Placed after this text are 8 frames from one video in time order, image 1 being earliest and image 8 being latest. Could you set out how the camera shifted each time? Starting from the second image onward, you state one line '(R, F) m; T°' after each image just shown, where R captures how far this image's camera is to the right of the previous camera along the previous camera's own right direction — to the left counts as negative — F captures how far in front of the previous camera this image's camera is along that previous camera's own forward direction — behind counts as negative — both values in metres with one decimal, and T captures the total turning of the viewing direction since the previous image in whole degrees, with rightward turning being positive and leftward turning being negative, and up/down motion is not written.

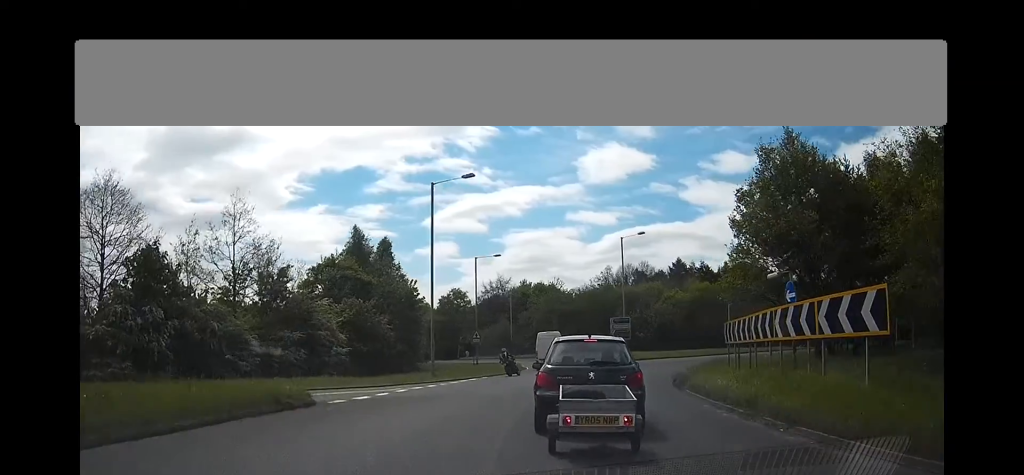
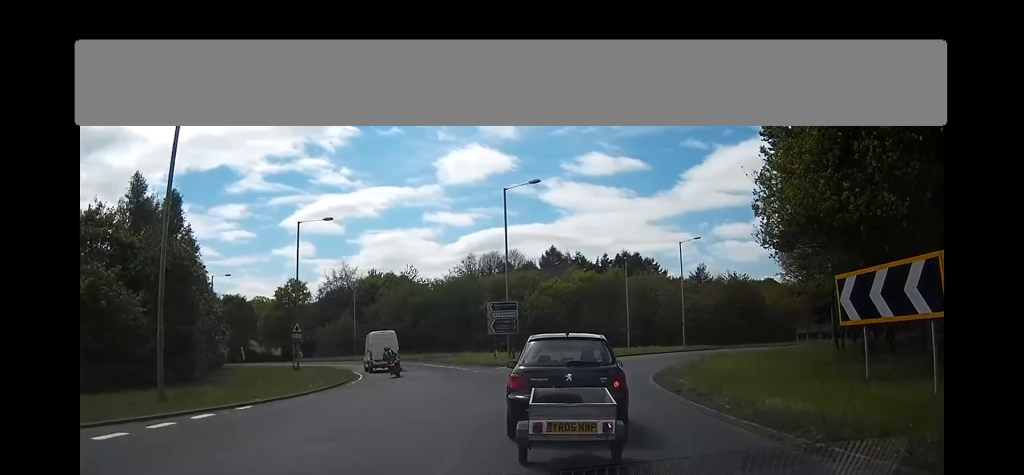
(+2.6, +19.7) m; +14°
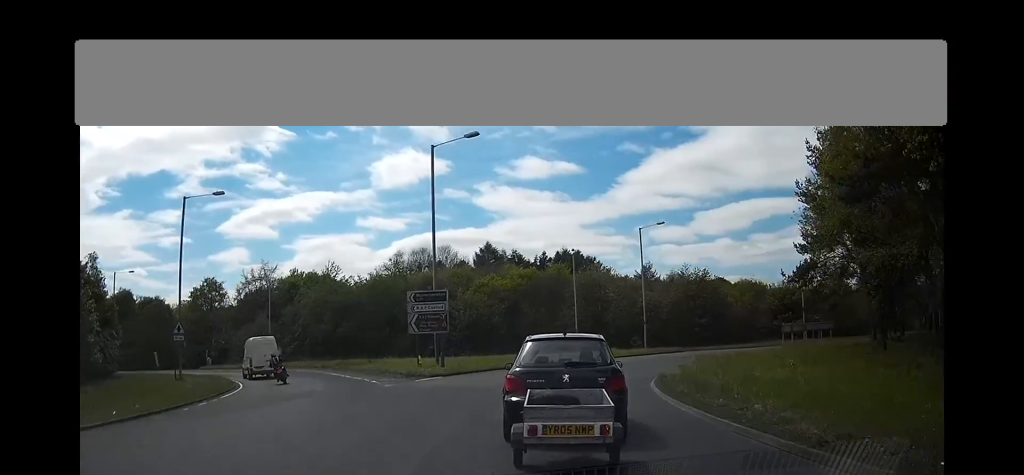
(+0.1, +10.3) m; +7°
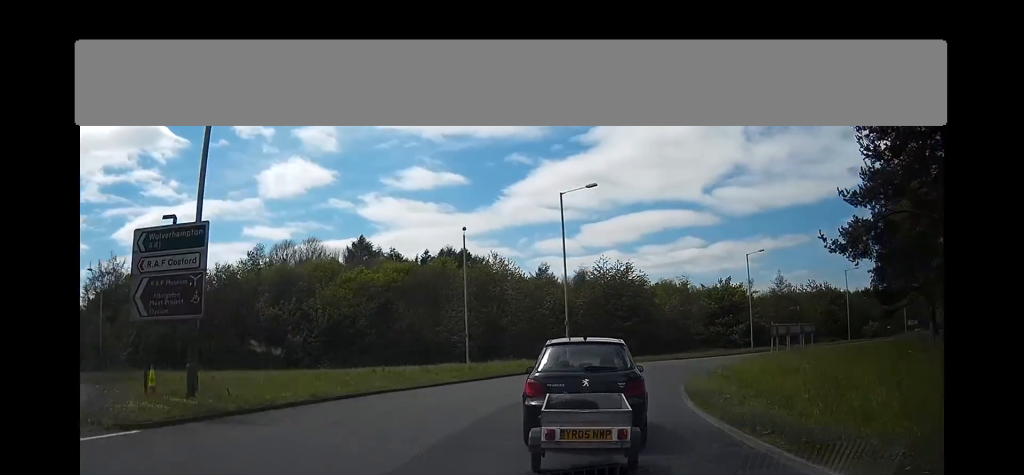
(+2.1, +17.8) m; +12°
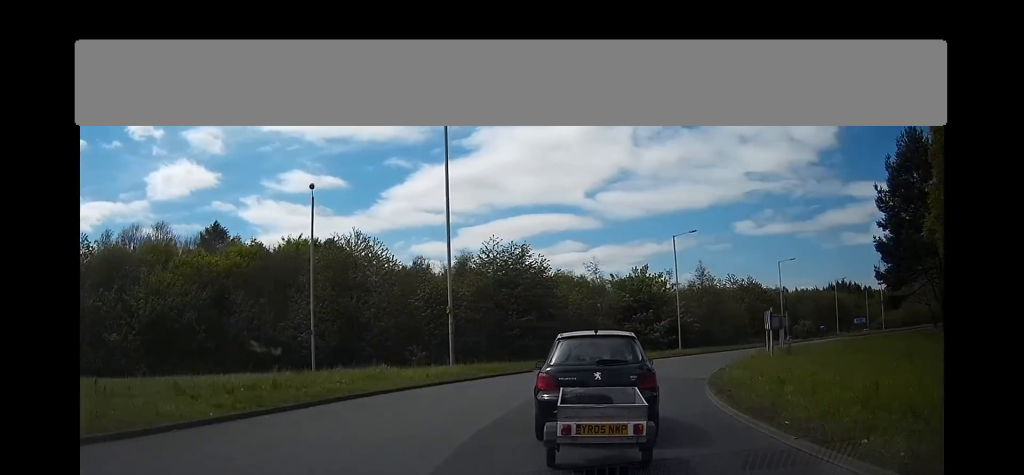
(+1.4, +14.8) m; +10°
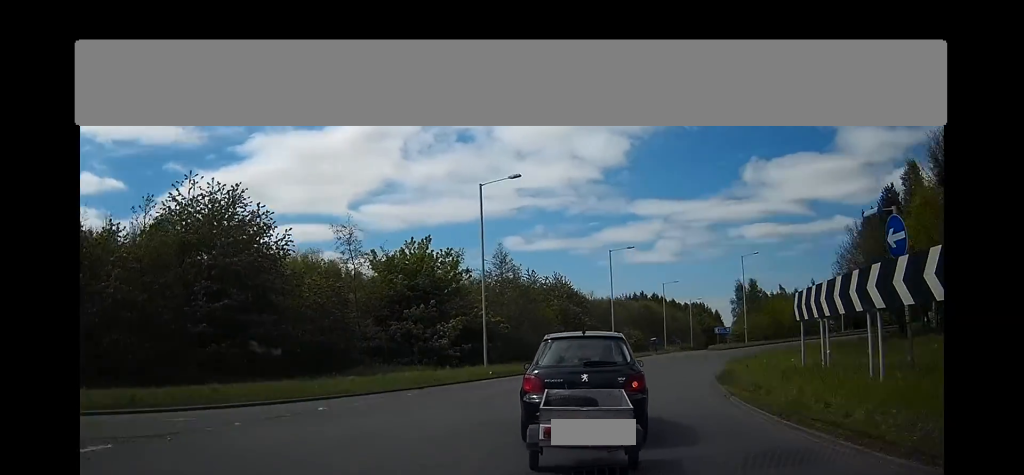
(+3.6, +24.9) m; +19°
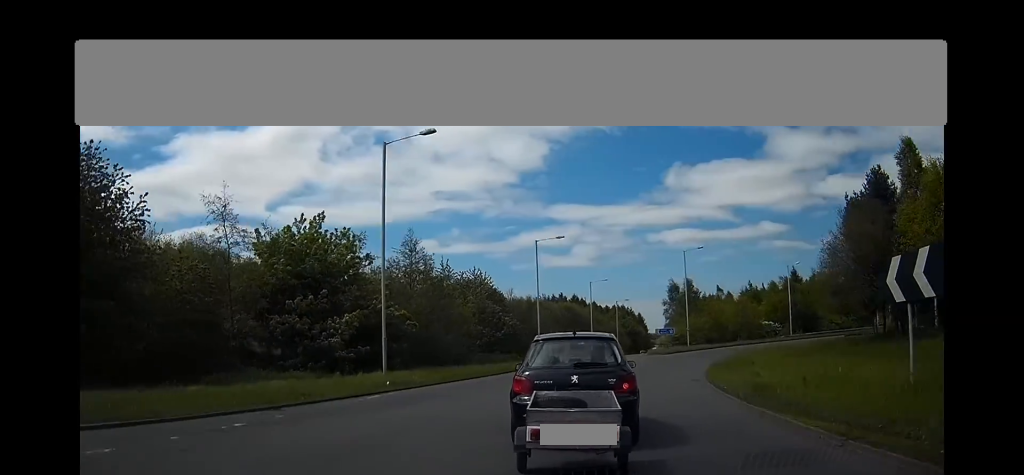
(+1.2, +8.8) m; +7°
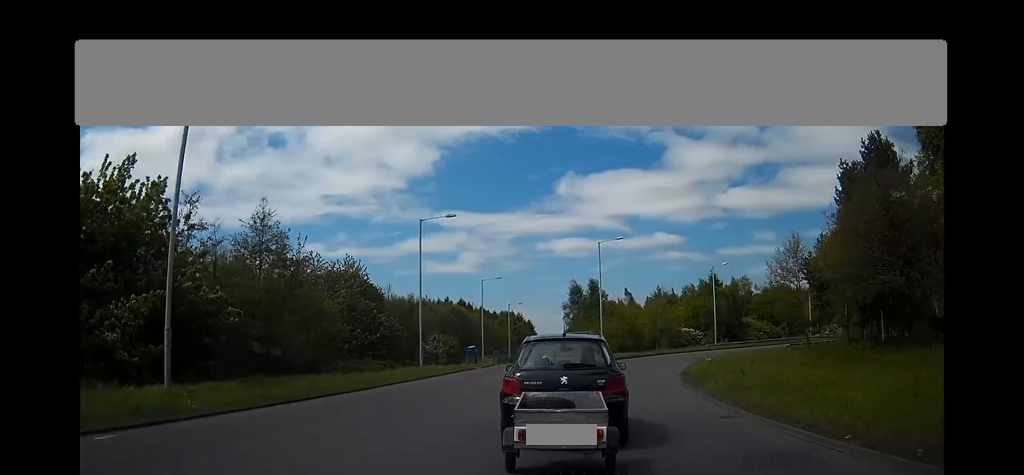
(+0.8, +12.6) m; +10°
